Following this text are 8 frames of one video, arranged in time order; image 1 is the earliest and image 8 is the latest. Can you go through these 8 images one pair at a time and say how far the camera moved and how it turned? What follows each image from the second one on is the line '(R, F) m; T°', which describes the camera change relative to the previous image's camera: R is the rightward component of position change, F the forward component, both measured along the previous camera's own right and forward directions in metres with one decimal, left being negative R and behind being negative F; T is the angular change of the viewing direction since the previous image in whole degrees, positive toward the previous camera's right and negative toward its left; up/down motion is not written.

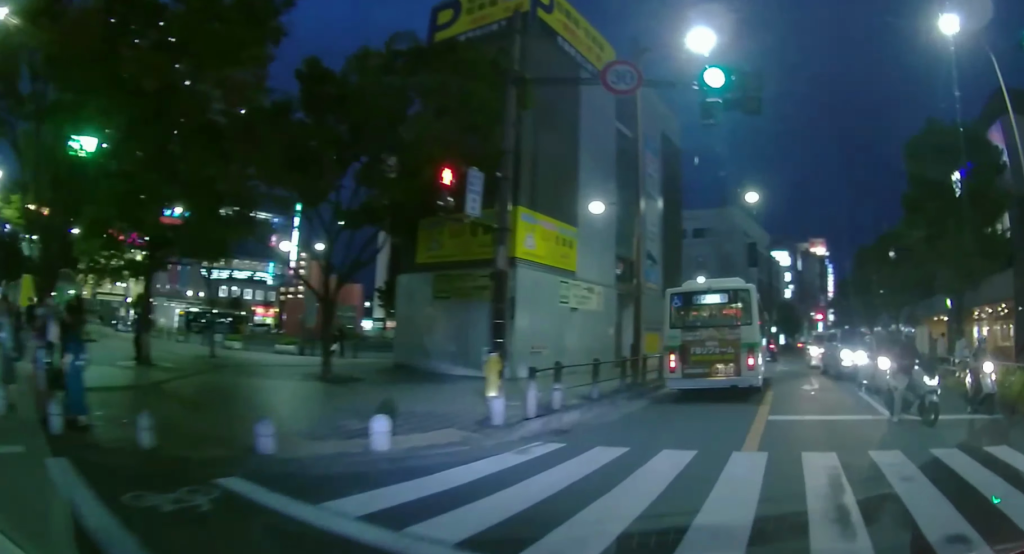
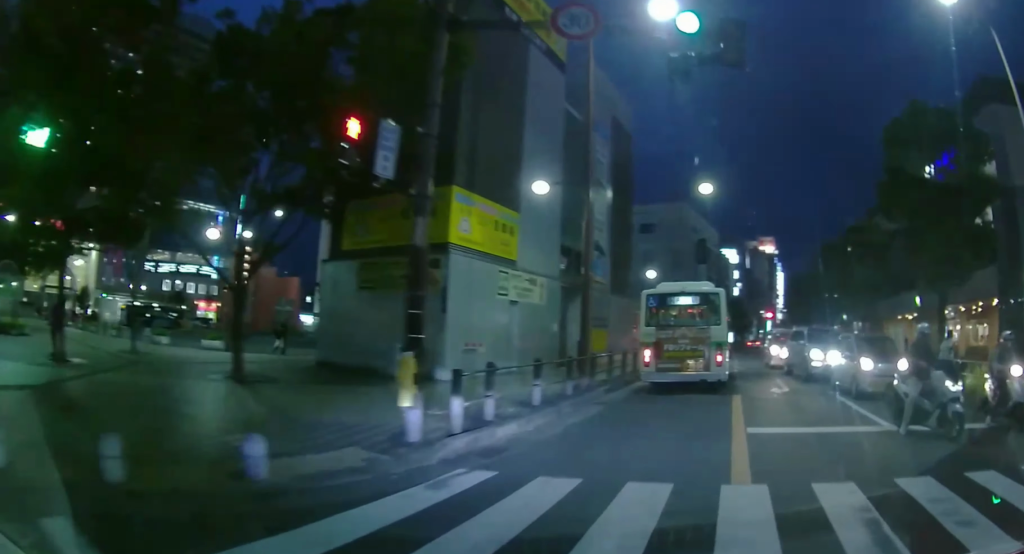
(+0.1, +1.9) m; +6°
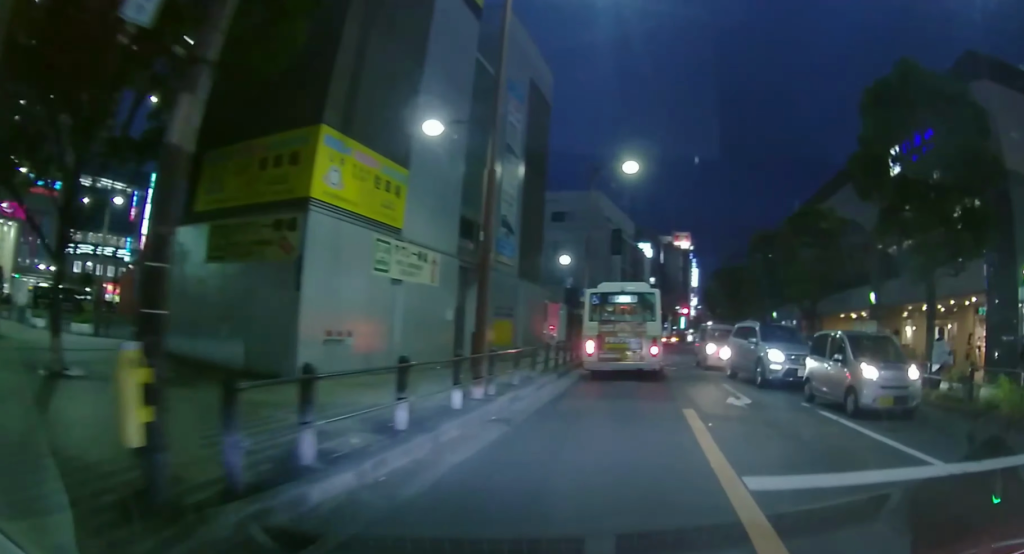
(+0.4, +3.6) m; +11°
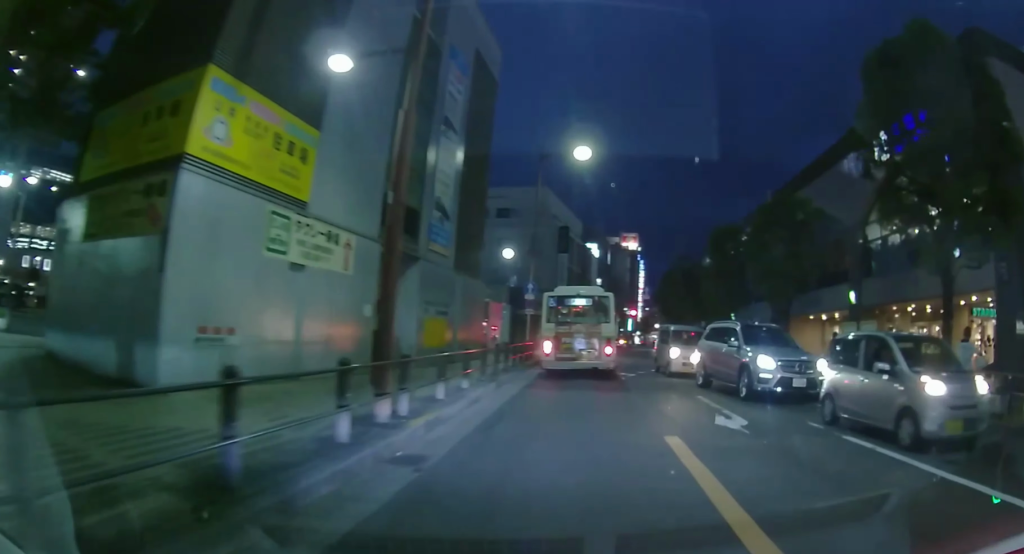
(+0.1, +2.5) m; +7°
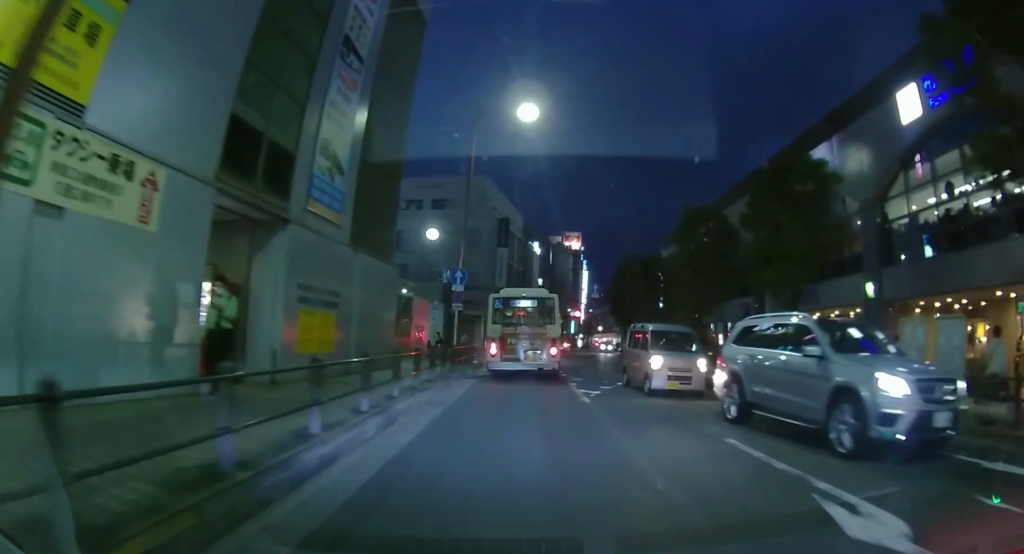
(+0.5, +4.7) m; +9°
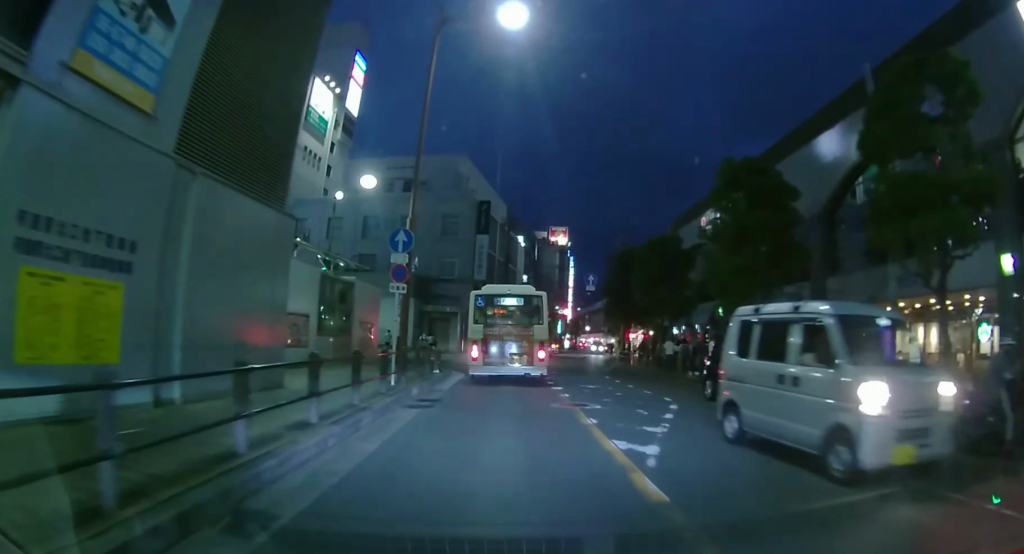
(+0.4, +7.4) m; +4°
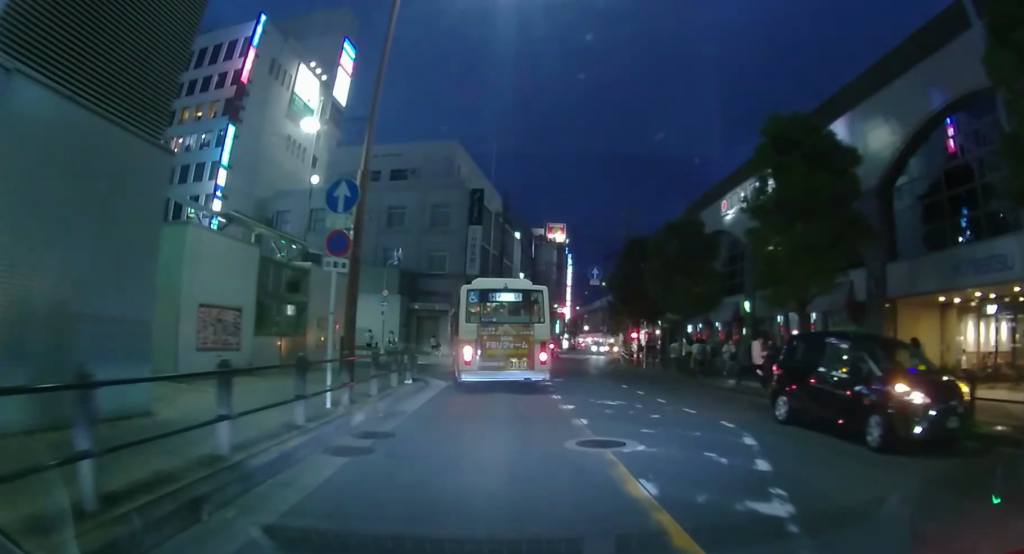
(+0.1, +4.5) m; +1°
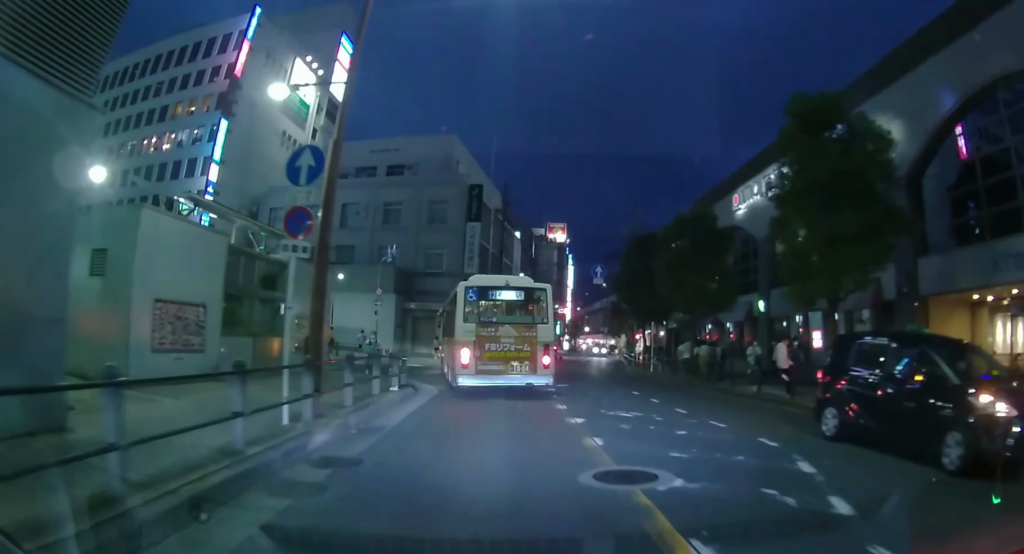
(0.0, +1.9) m; 0°
